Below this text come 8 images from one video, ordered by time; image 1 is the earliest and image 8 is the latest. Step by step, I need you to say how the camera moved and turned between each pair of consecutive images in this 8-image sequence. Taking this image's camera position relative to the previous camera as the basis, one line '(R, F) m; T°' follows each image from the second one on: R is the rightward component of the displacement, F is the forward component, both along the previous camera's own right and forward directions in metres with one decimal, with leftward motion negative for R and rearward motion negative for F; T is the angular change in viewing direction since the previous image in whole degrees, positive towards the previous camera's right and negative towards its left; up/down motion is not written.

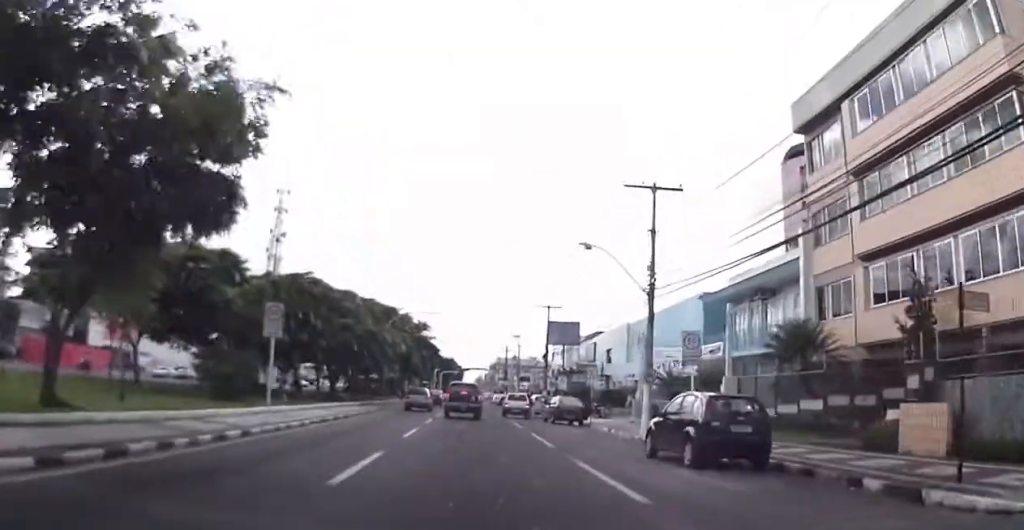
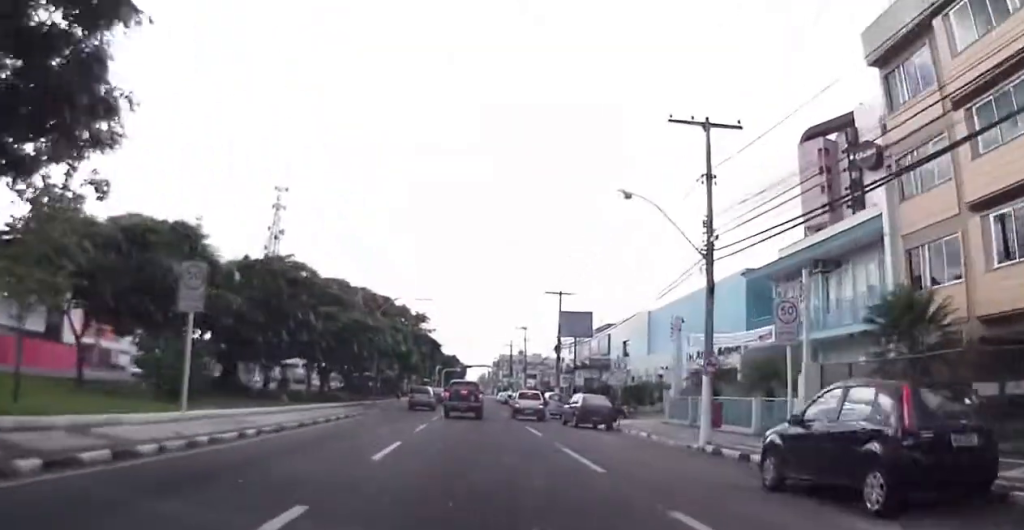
(0.0, +6.6) m; +2°
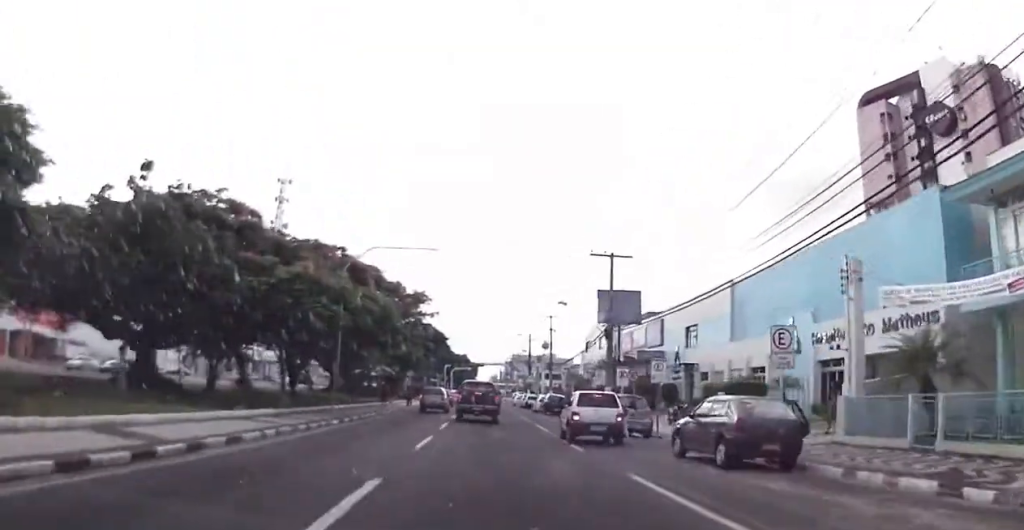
(+0.4, +16.0) m; 0°
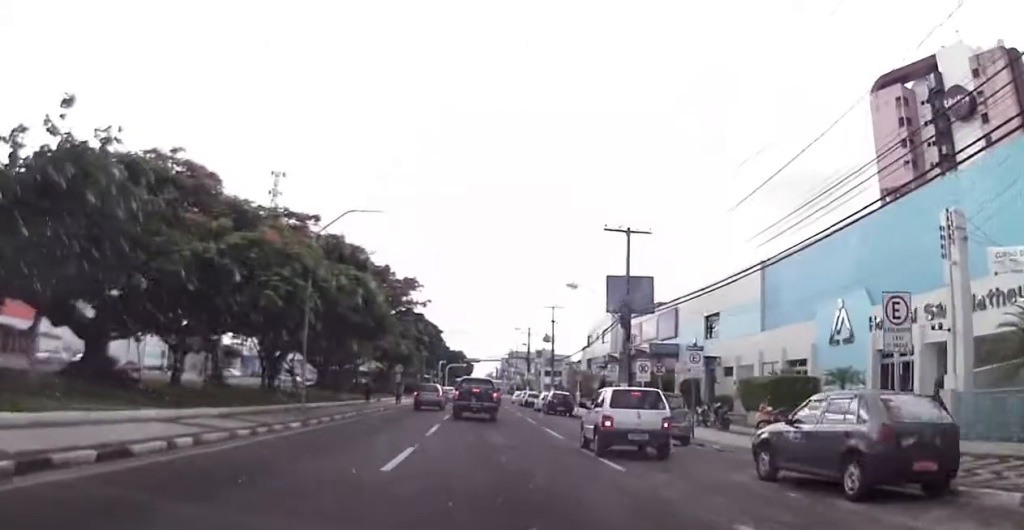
(-0.2, +5.0) m; -2°
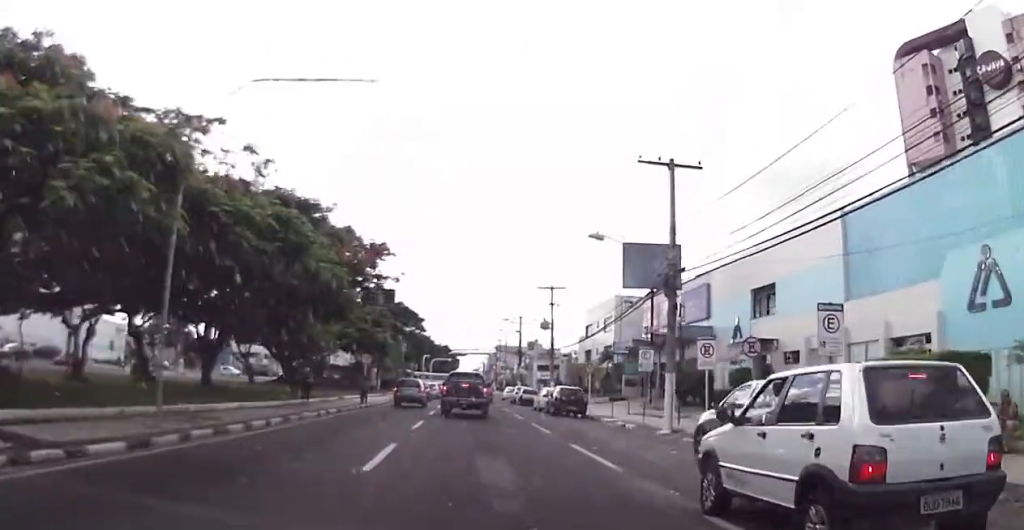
(0.0, +9.7) m; 0°
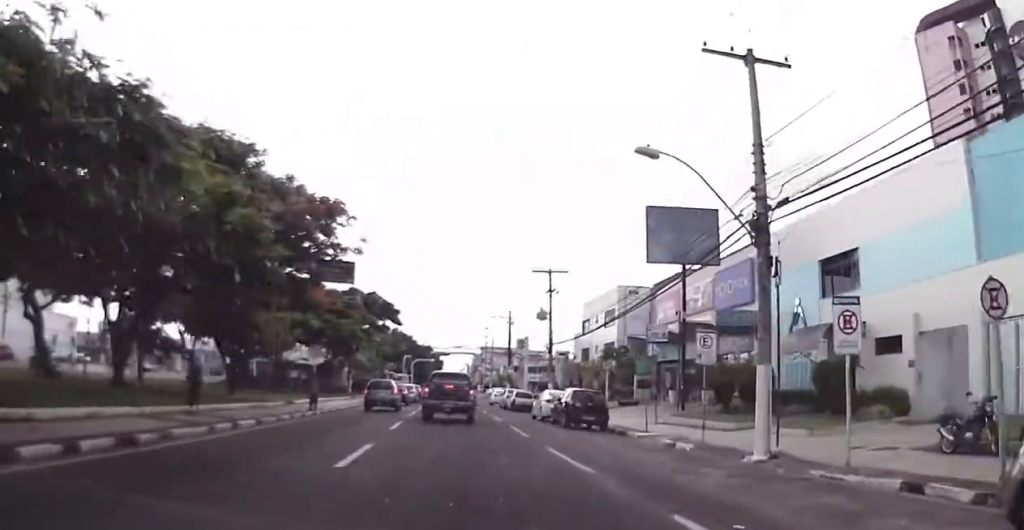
(0.0, +8.8) m; +1°
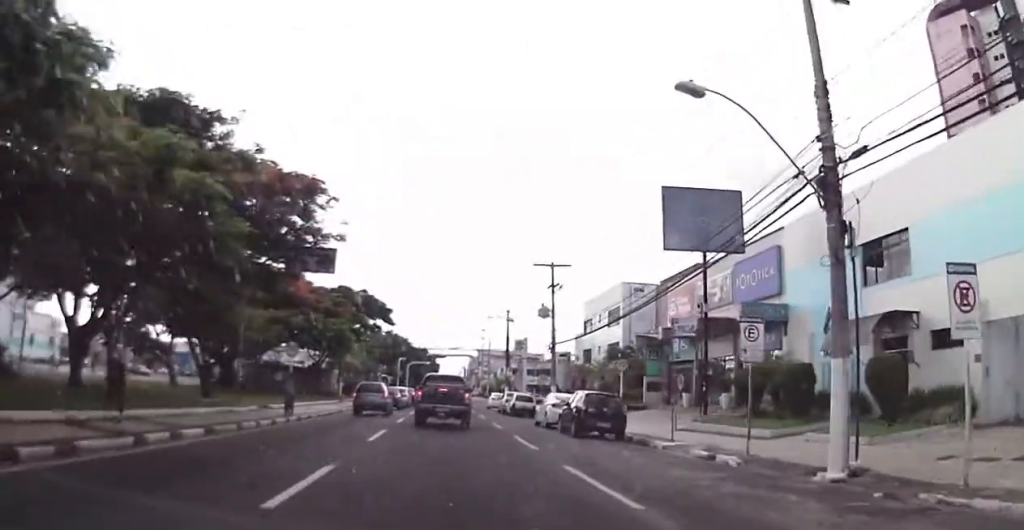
(-0.1, +3.5) m; +2°
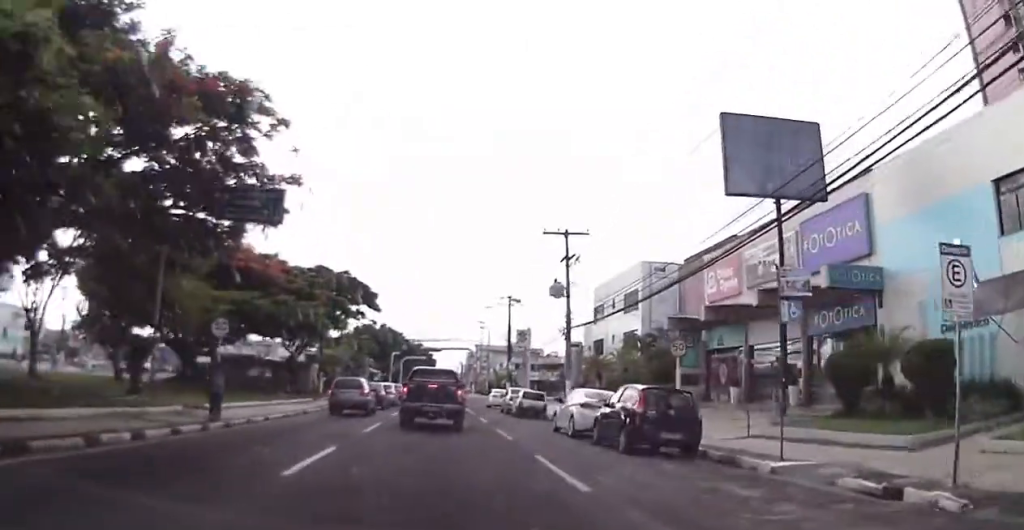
(+0.5, +7.5) m; +1°
